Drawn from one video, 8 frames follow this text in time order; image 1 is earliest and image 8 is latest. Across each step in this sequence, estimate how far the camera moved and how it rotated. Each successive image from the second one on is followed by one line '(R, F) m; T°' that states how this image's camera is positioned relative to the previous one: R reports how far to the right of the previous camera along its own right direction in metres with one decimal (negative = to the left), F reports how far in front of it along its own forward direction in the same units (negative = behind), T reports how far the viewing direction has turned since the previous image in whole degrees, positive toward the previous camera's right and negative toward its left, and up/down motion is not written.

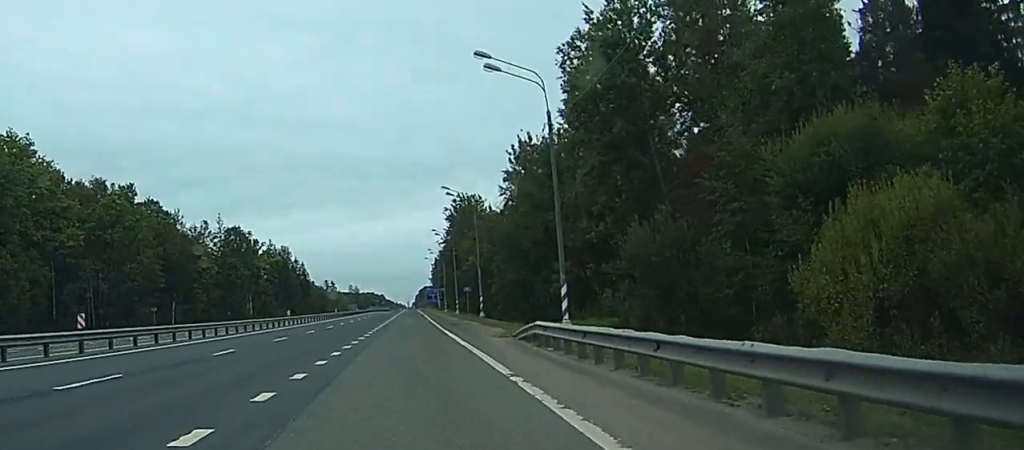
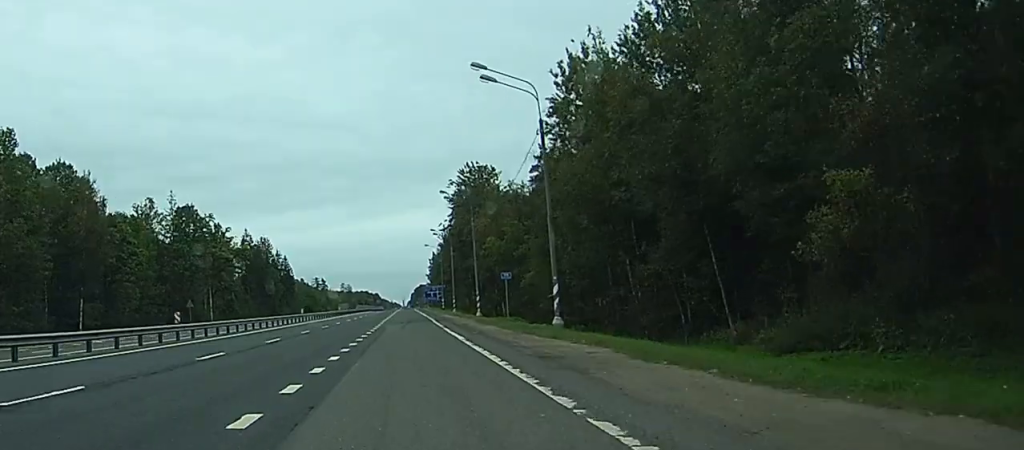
(-0.3, +38.8) m; -1°
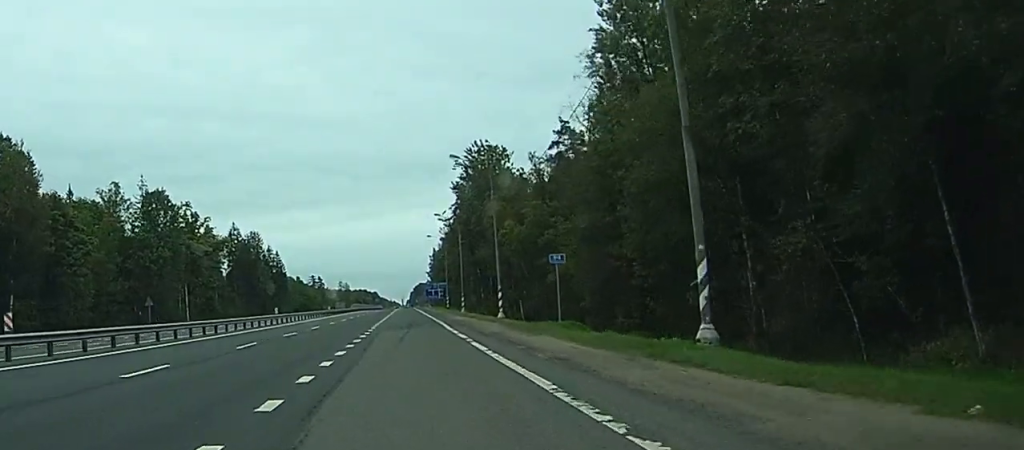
(0.0, +18.5) m; 0°
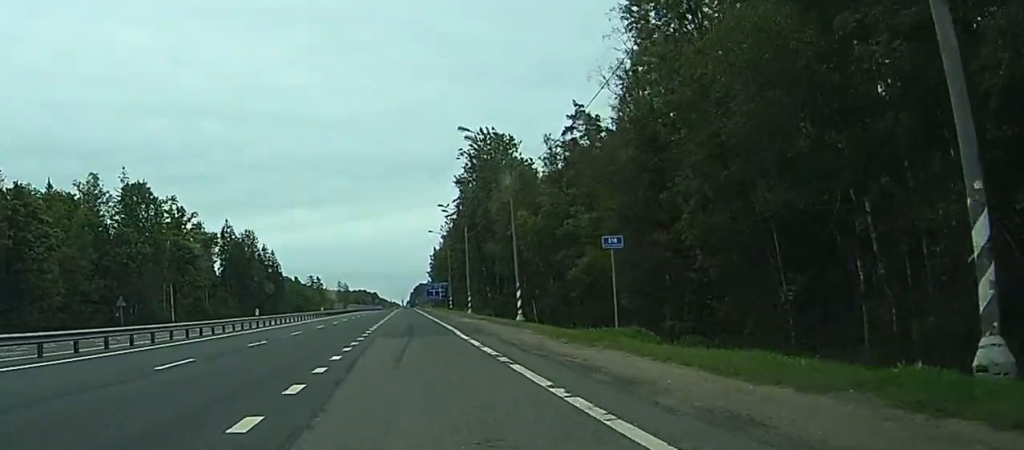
(0.0, +9.9) m; 0°
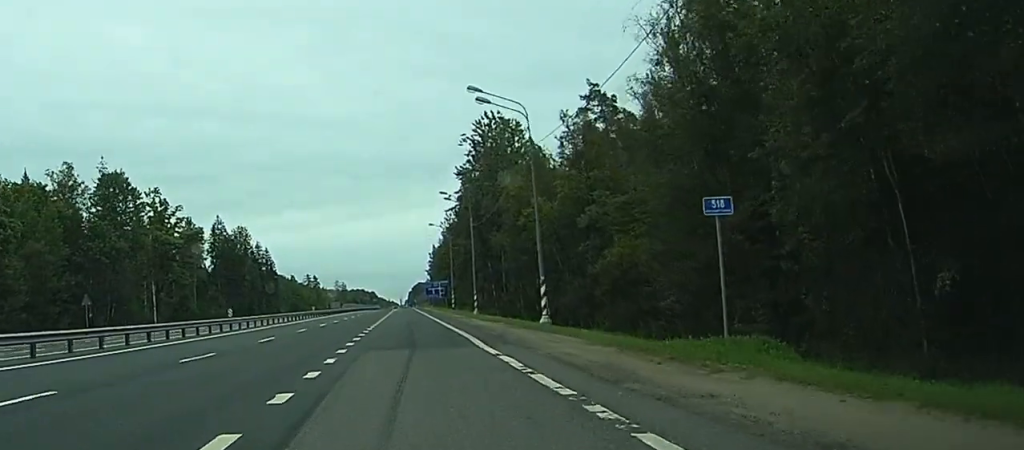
(0.0, +9.4) m; 0°
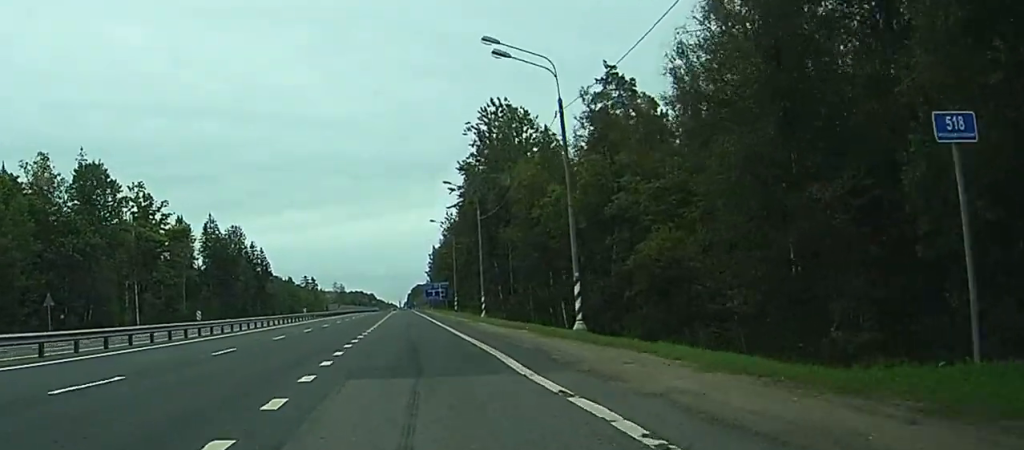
(0.0, +8.3) m; 0°
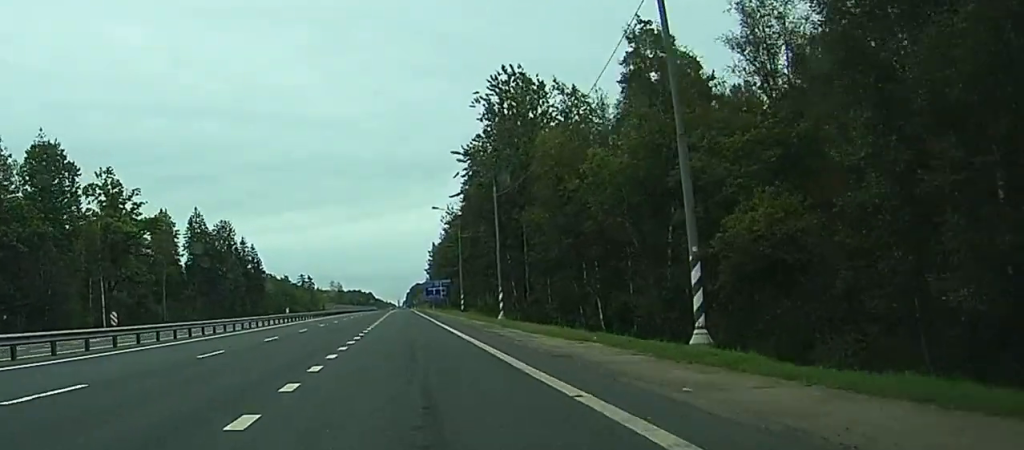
(+0.1, +13.6) m; 0°
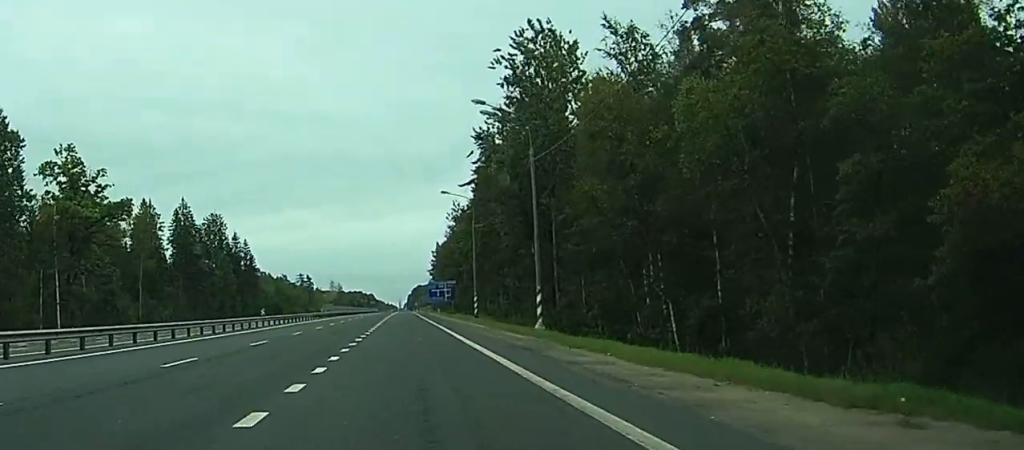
(+0.1, +15.3) m; +1°
